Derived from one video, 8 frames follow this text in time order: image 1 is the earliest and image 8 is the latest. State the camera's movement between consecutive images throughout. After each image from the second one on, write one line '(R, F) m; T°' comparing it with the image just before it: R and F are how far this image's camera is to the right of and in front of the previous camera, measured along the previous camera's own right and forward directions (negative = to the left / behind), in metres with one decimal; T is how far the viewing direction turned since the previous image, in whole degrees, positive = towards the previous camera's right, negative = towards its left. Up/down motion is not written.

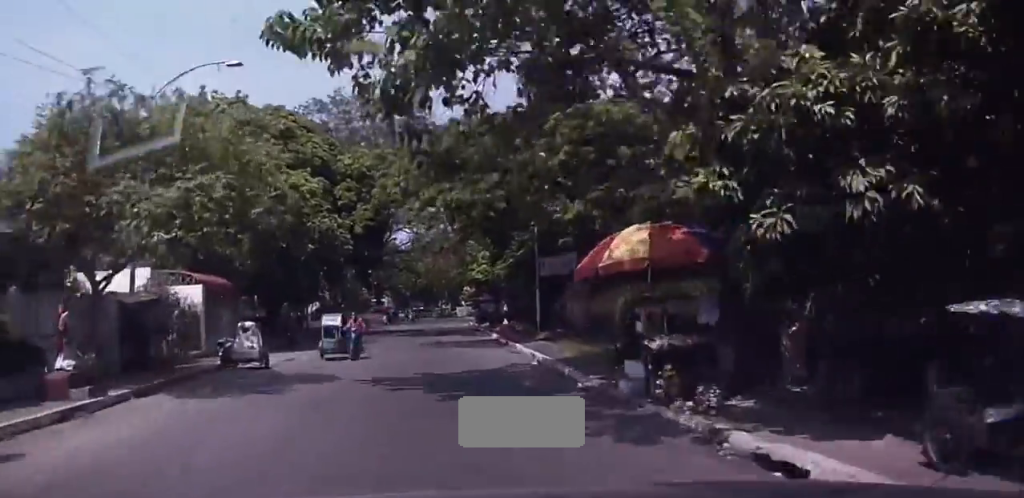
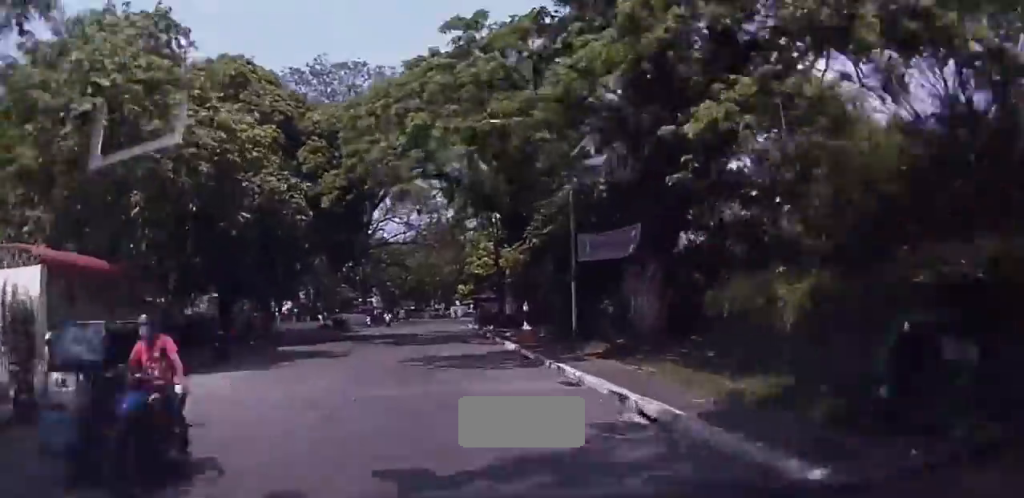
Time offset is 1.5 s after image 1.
(0.0, +9.9) m; 0°
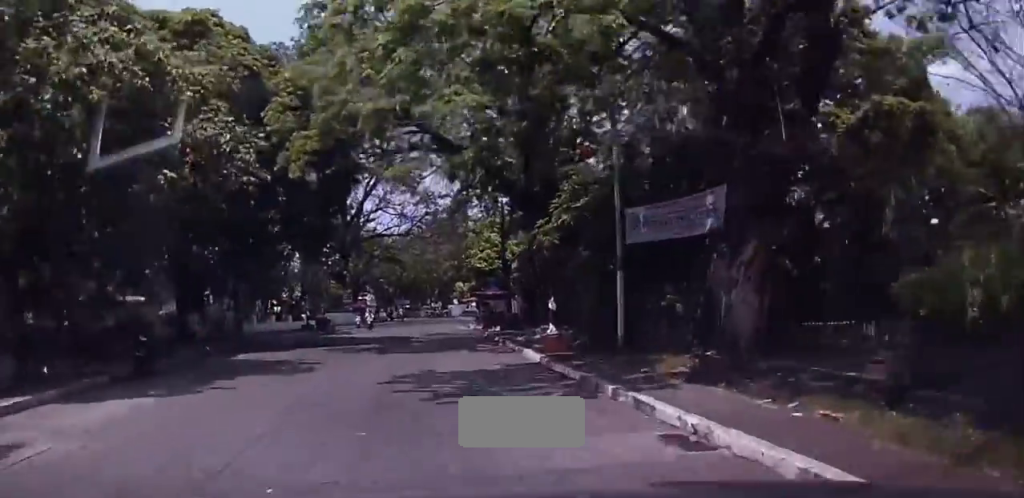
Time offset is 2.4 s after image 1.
(-0.1, +6.1) m; +1°
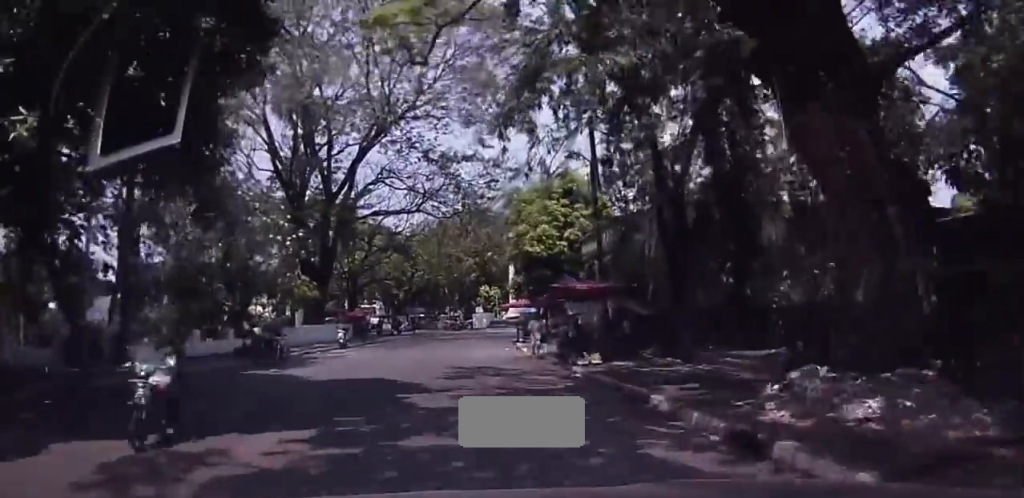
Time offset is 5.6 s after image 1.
(+0.6, +19.9) m; +2°
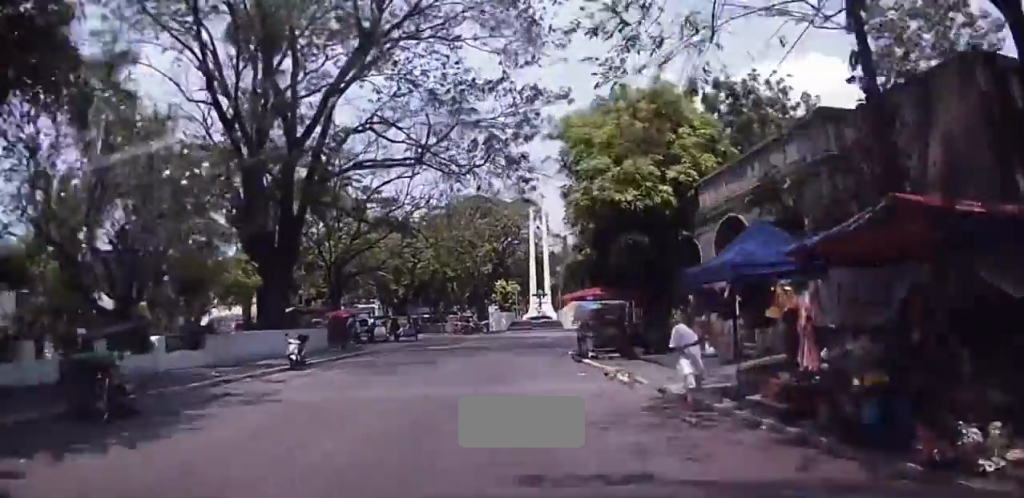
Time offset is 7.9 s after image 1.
(-0.2, +13.8) m; -1°
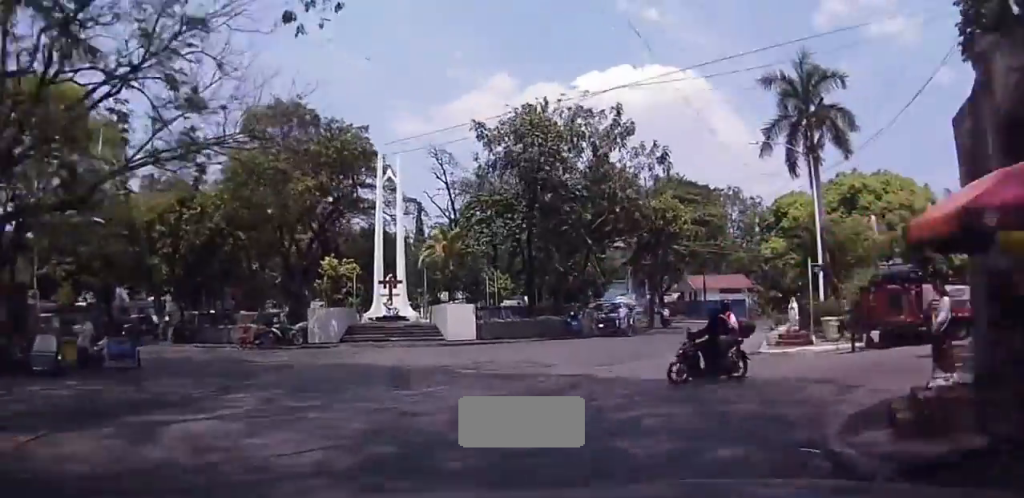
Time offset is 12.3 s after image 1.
(+1.6, +24.4) m; +14°
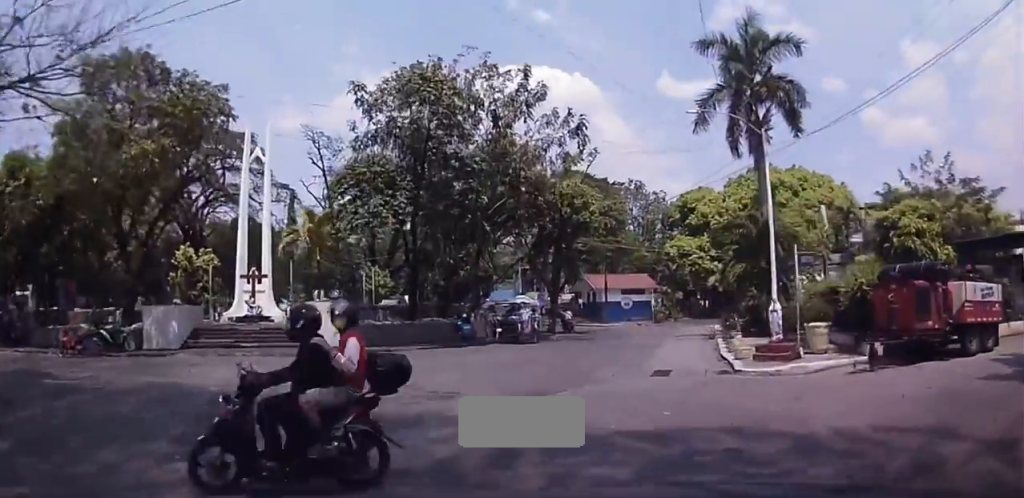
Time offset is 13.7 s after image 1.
(+0.5, +6.5) m; +10°
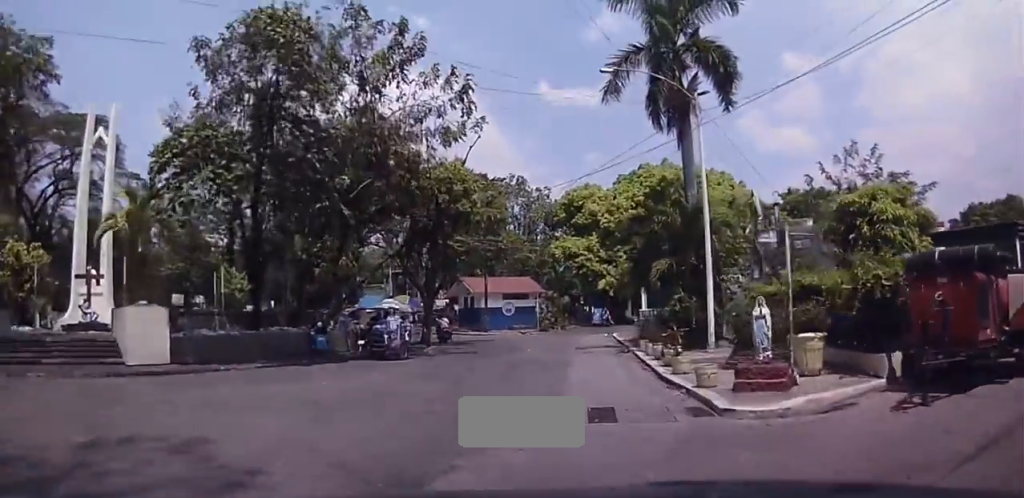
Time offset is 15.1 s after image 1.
(+0.3, +5.9) m; +10°
